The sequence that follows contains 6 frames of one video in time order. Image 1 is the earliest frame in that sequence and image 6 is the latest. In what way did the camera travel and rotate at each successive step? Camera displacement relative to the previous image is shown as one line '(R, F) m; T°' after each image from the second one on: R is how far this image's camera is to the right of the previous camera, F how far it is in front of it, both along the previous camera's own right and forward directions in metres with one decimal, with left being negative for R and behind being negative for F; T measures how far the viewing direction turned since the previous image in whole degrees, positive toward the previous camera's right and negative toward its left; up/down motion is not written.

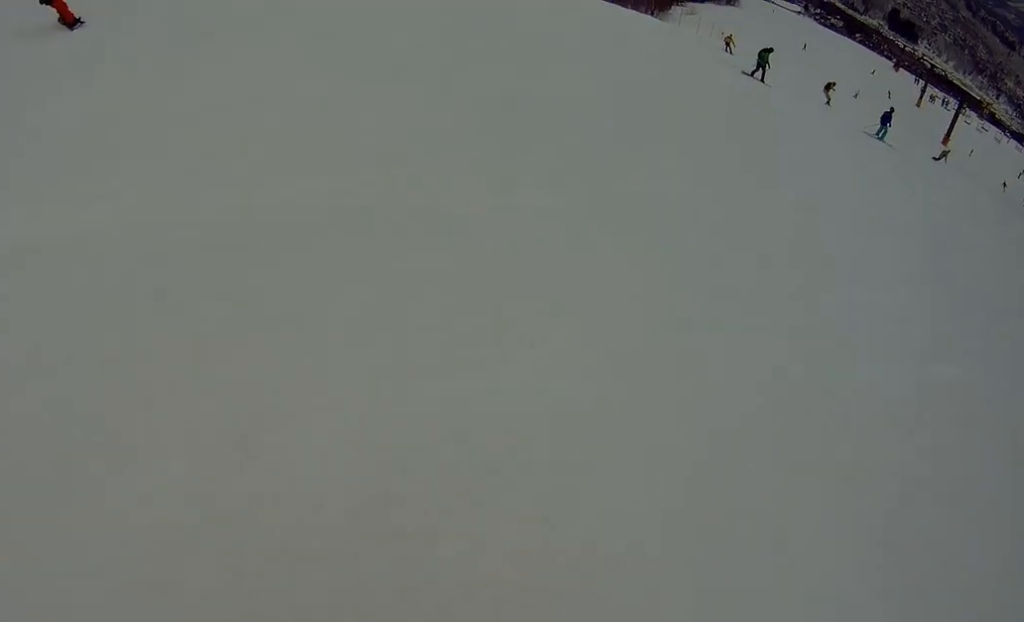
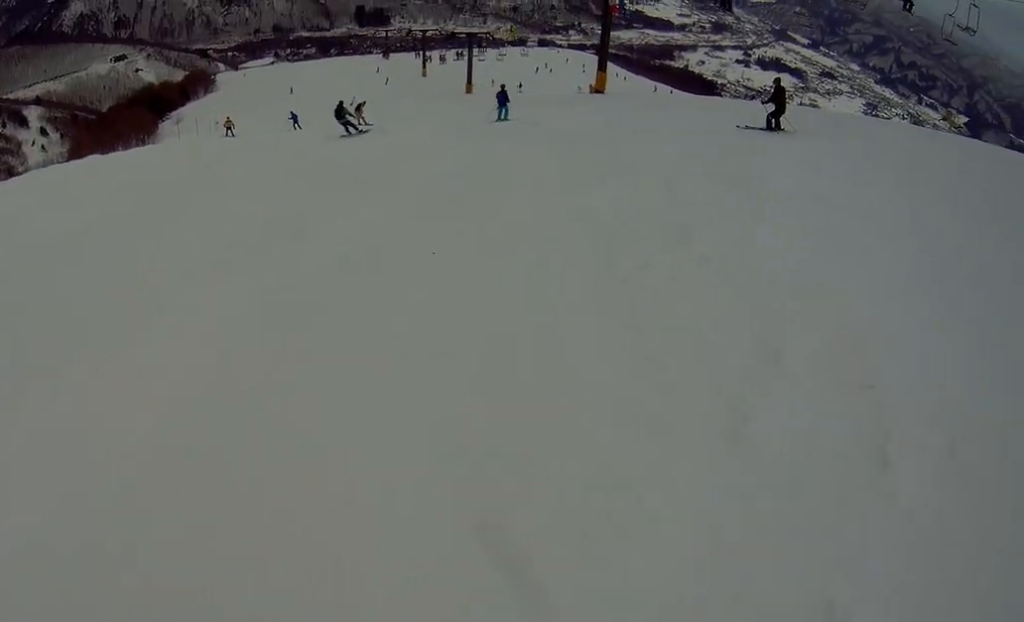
(+1.6, +3.8) m; +16°
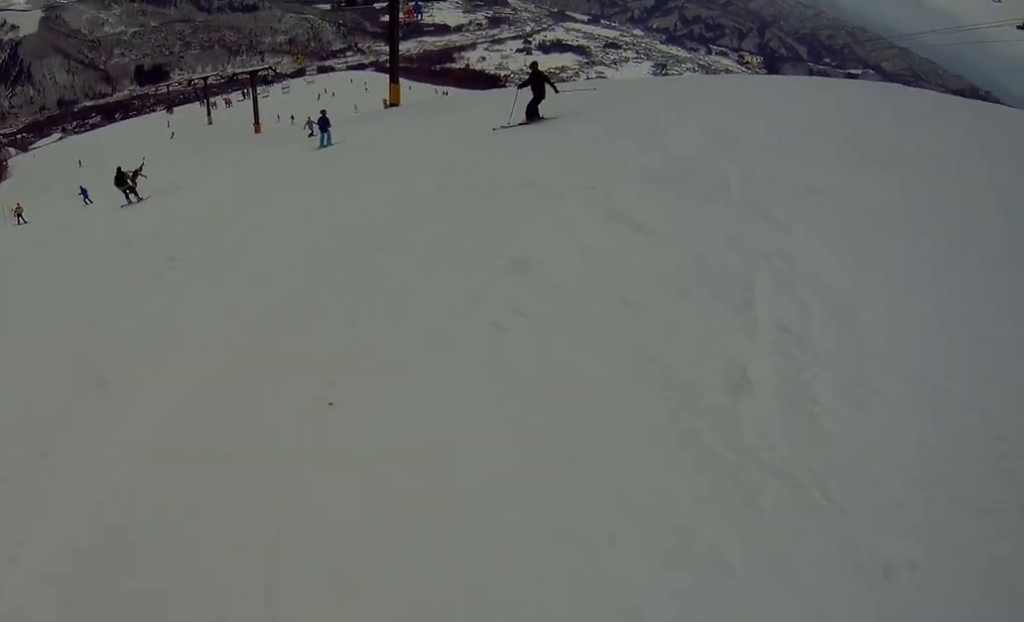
(+0.1, +2.0) m; -8°
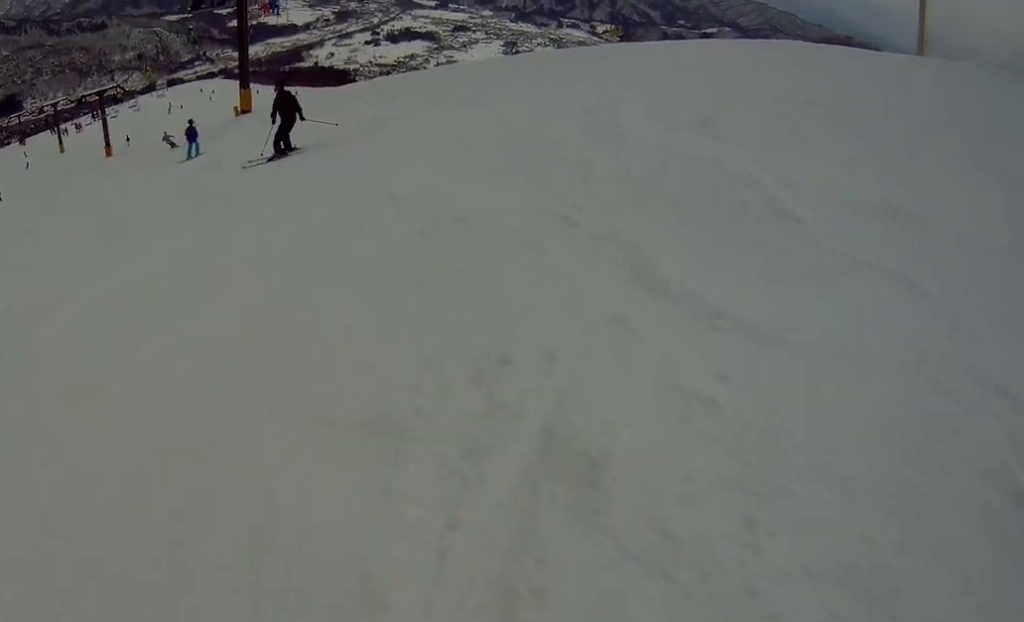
(-0.2, +2.0) m; -1°
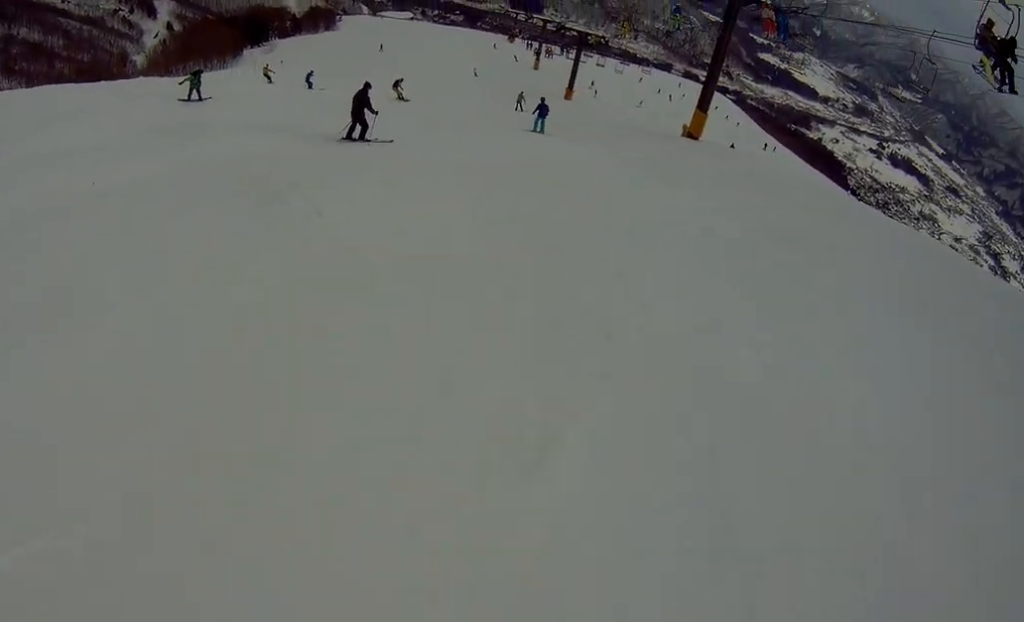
(-0.8, +8.4) m; -24°
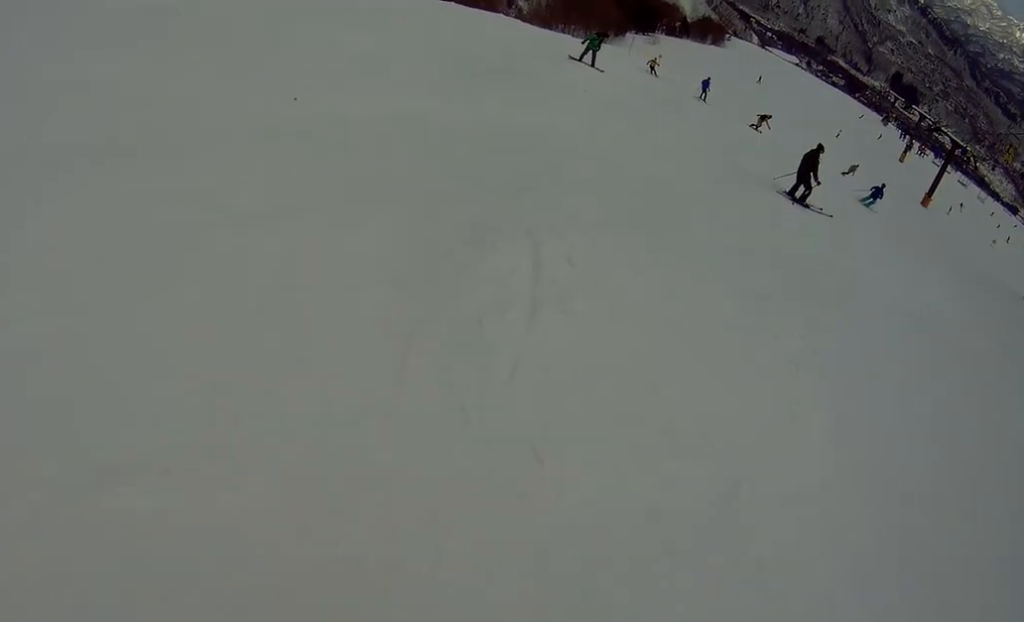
(-0.7, +2.8) m; +6°
